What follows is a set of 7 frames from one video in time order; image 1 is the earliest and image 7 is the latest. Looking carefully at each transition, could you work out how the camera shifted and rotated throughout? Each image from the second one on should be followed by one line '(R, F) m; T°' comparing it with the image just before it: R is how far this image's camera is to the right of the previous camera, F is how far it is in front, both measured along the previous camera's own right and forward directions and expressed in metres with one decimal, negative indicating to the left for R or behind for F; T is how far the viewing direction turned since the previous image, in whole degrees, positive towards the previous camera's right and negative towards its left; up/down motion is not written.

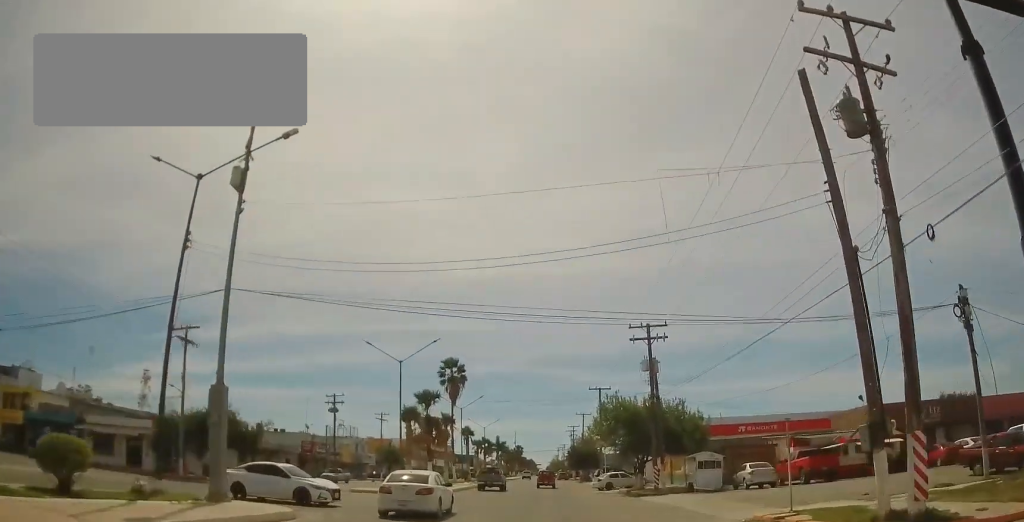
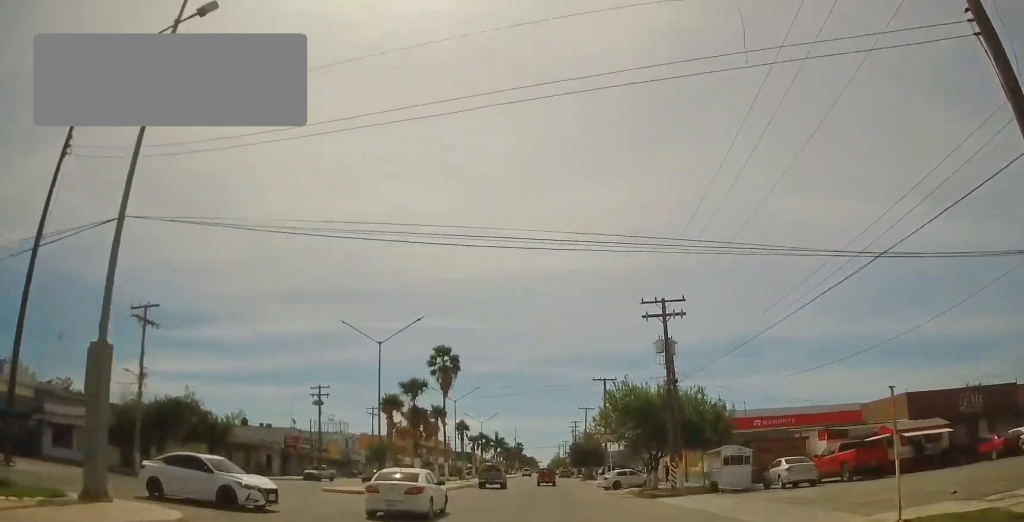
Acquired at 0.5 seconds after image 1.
(-0.2, +5.5) m; 0°
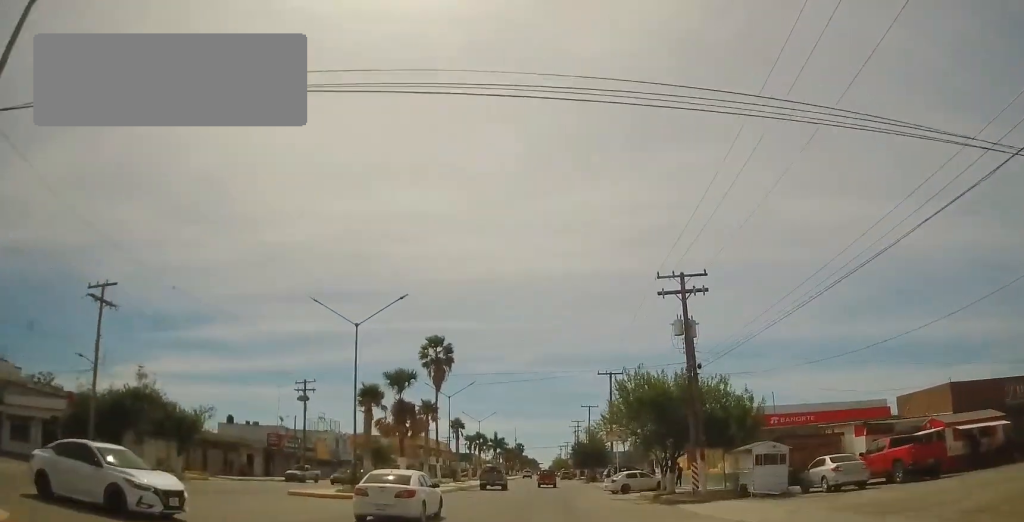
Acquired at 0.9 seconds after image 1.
(-0.2, +5.1) m; 0°
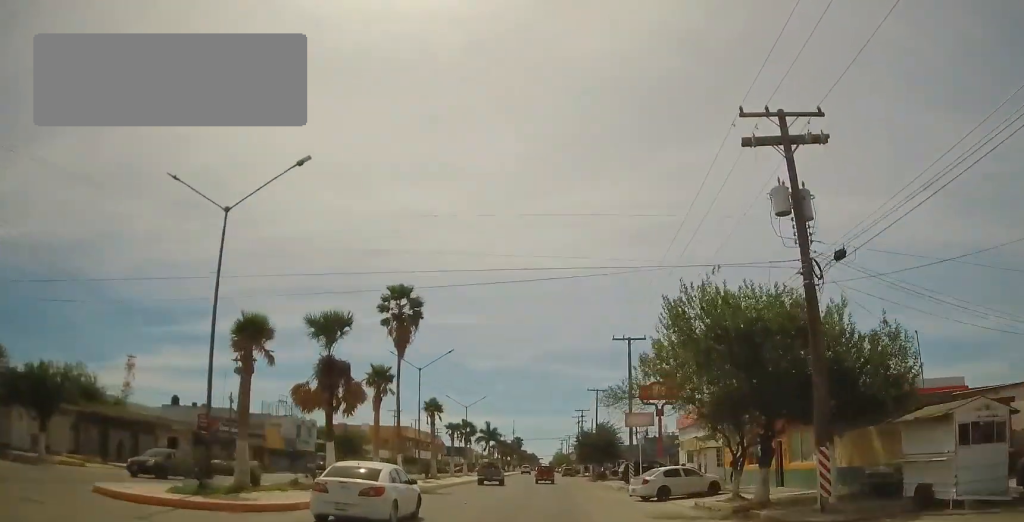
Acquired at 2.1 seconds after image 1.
(+0.4, +14.9) m; 0°
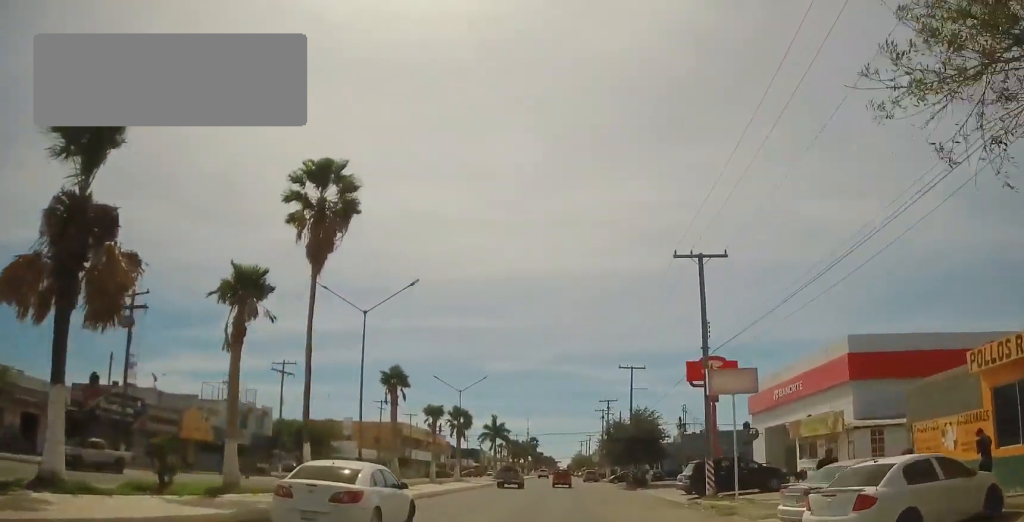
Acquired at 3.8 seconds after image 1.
(-0.6, +19.3) m; -2°
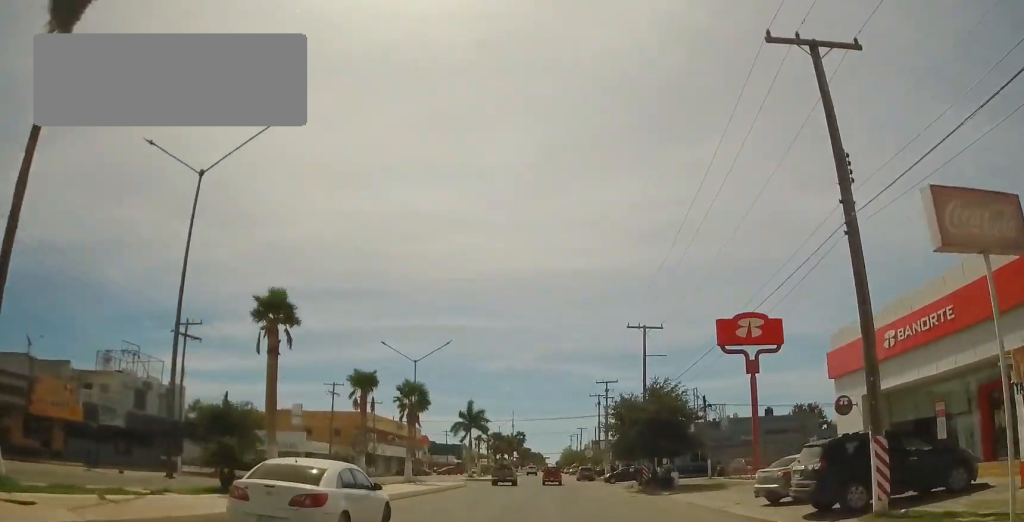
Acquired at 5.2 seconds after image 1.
(0.0, +15.7) m; 0°
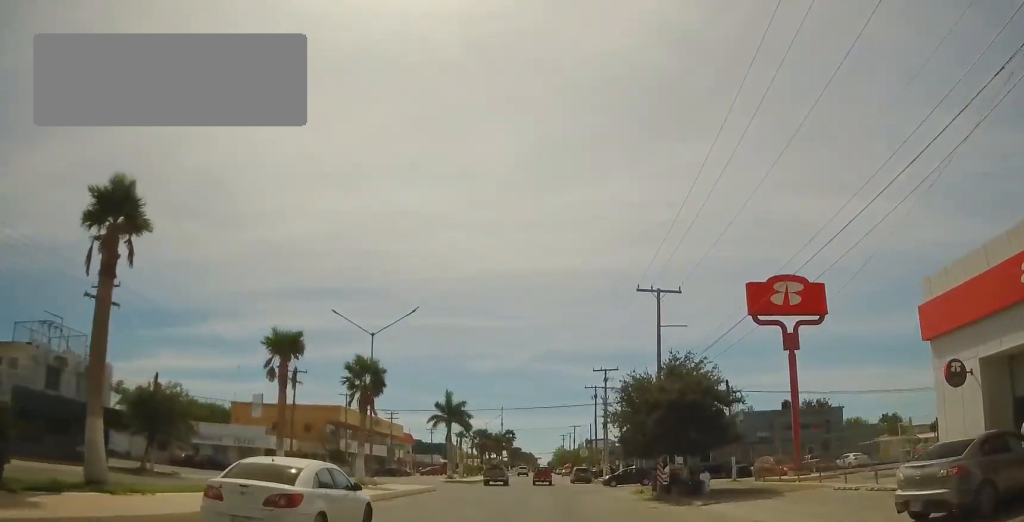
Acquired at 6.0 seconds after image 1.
(0.0, +9.3) m; 0°
